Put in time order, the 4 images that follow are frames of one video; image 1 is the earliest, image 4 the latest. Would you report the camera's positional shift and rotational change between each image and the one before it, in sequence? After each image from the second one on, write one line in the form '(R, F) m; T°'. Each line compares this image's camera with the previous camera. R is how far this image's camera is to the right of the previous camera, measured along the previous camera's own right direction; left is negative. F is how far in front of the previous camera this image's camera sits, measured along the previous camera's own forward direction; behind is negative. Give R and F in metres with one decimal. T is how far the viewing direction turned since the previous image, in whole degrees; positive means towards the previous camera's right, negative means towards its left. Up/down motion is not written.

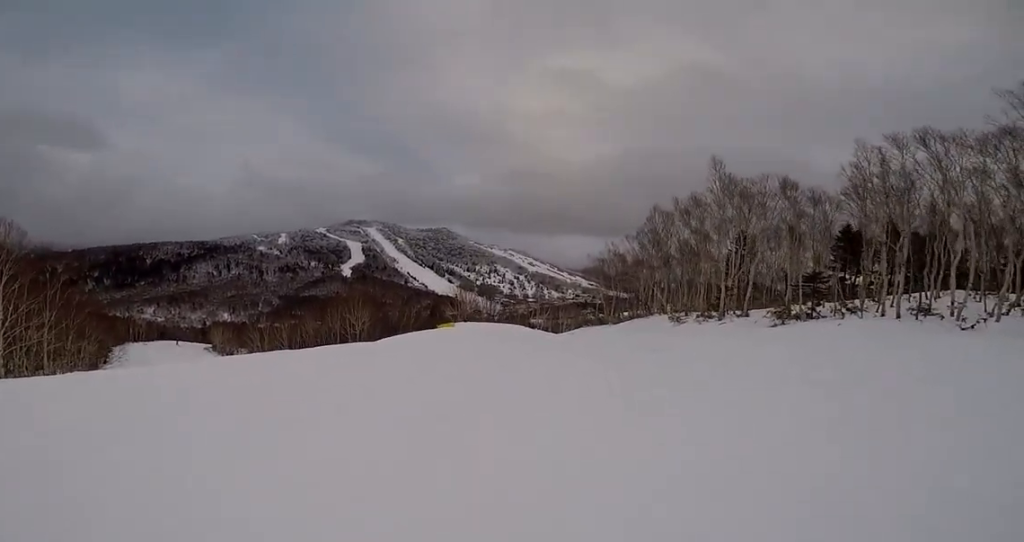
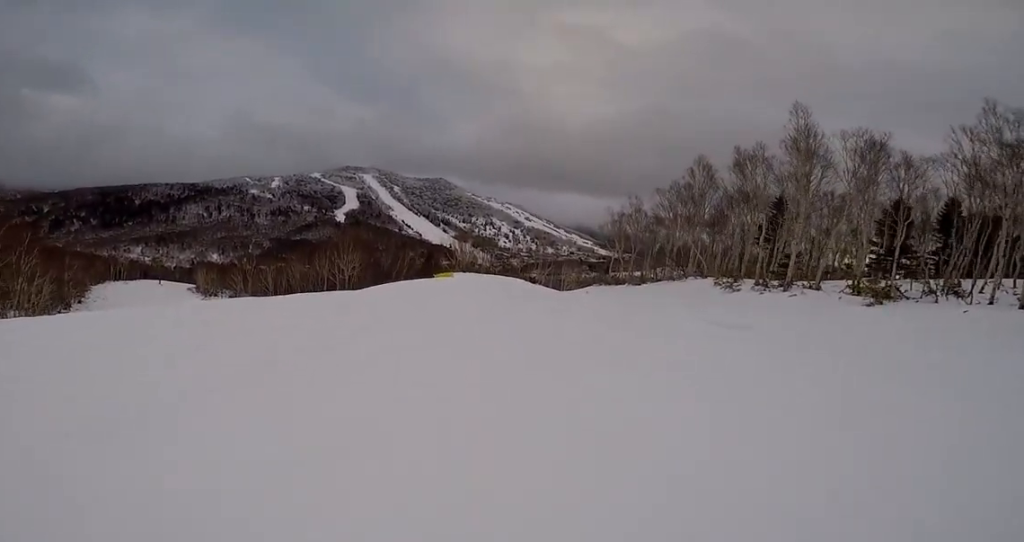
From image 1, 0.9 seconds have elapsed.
(-0.4, +4.6) m; +9°
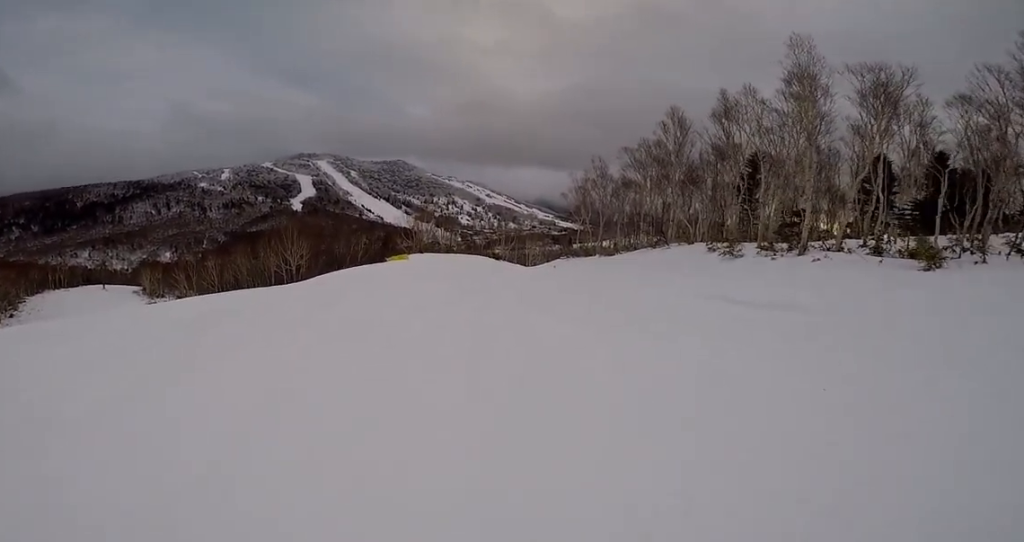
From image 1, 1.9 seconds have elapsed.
(+1.3, +5.1) m; -2°
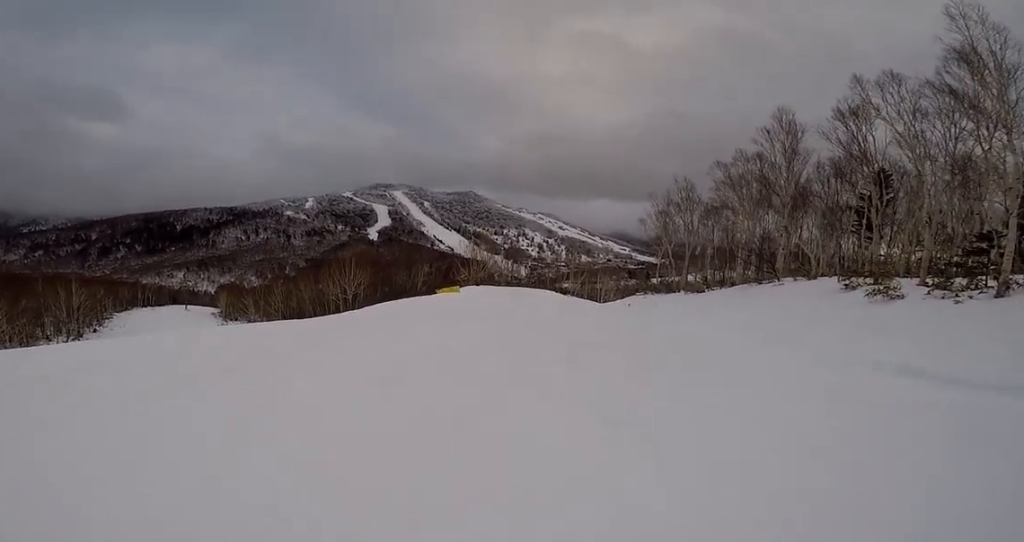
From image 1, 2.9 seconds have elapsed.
(-1.5, +4.6) m; -19°
